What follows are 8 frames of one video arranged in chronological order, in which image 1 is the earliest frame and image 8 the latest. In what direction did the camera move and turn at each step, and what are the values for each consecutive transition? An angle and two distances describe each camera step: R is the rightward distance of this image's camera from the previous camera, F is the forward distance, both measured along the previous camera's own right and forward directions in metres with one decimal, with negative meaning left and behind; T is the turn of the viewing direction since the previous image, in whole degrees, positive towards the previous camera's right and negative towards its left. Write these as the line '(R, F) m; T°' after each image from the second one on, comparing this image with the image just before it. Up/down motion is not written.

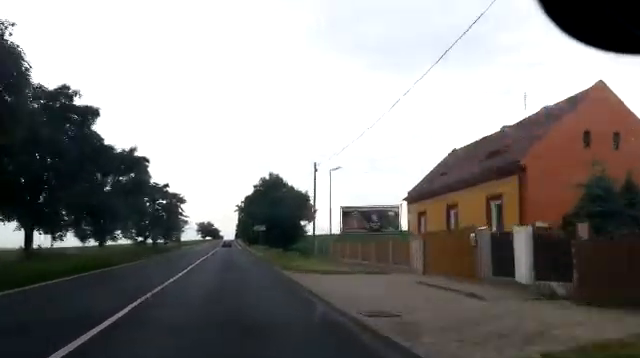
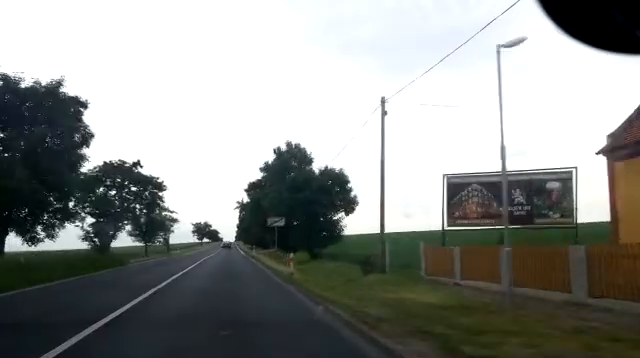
(+0.5, +17.8) m; +1°
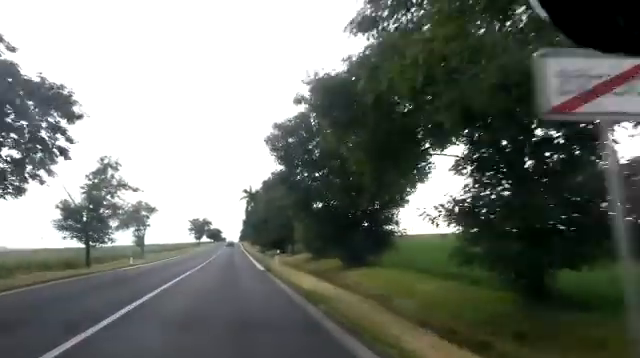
(-0.7, +26.2) m; -2°
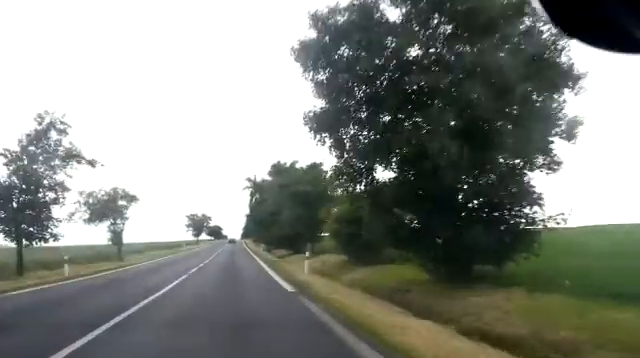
(-0.1, +11.8) m; 0°
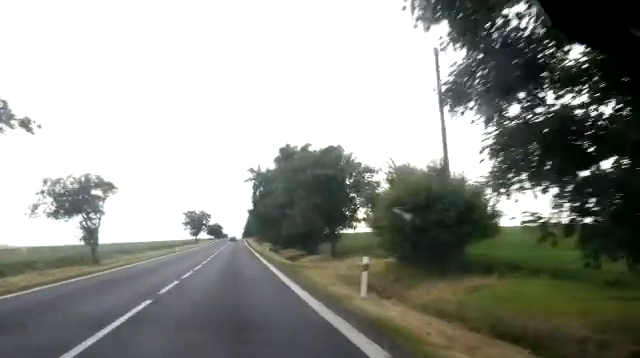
(+0.2, +8.4) m; 0°
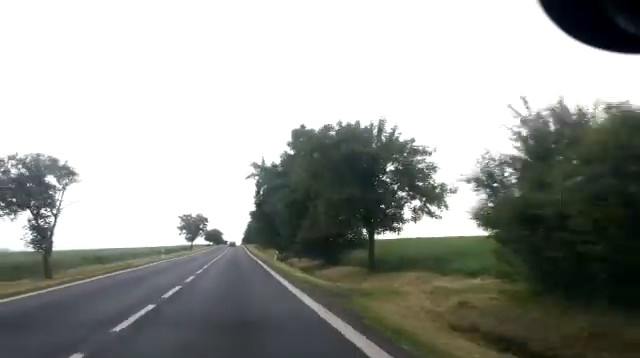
(+0.1, +9.0) m; 0°
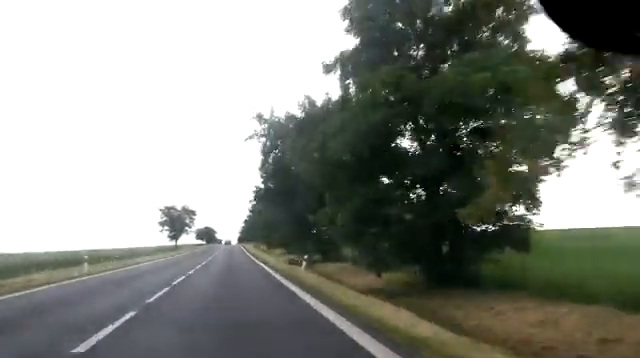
(-0.4, +19.3) m; -2°
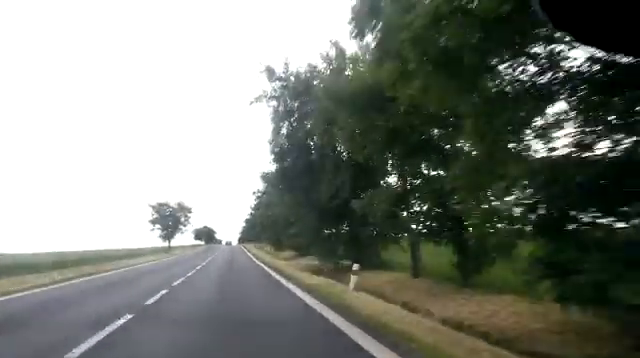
(-0.2, +9.1) m; 0°
